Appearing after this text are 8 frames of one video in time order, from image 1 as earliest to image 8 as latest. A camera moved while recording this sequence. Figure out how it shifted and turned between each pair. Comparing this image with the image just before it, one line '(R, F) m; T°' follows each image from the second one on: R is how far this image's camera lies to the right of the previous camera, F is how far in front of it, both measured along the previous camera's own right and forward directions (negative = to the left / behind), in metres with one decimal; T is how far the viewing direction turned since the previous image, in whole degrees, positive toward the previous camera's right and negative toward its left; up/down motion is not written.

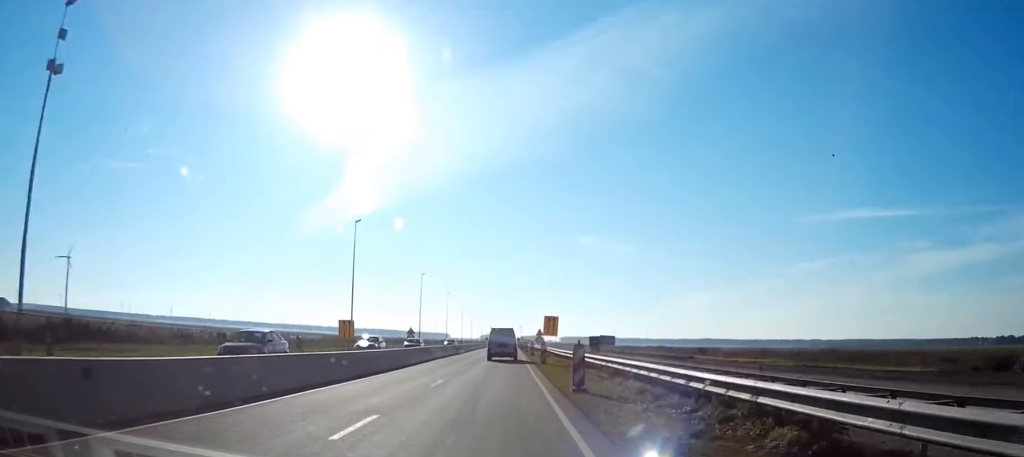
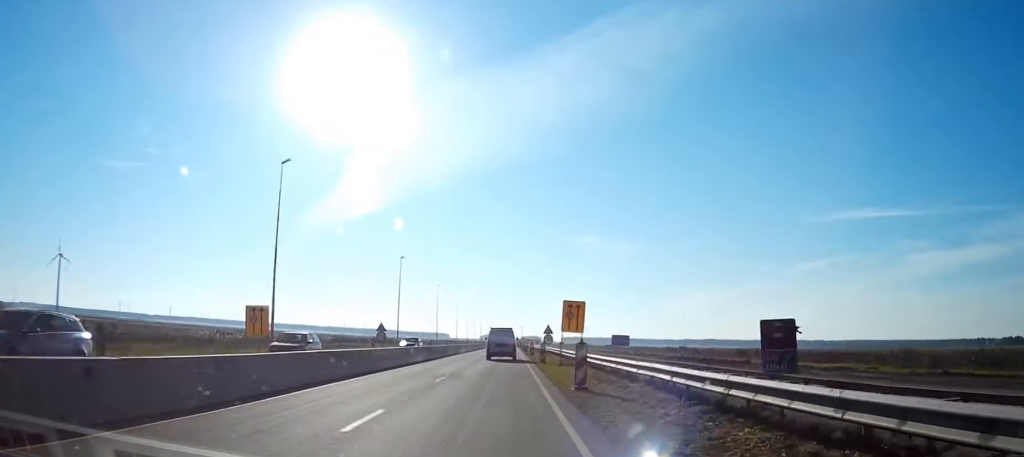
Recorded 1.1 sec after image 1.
(+0.1, +22.8) m; 0°
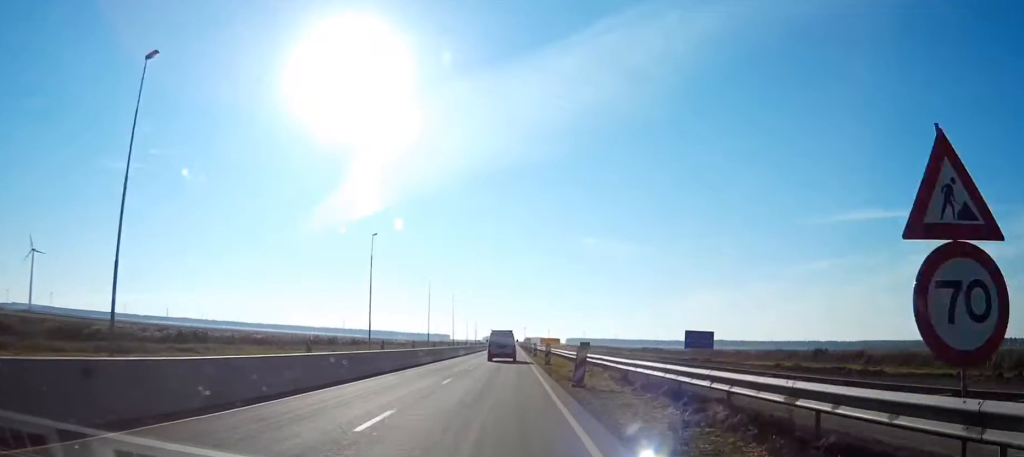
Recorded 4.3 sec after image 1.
(-0.3, +69.7) m; -1°
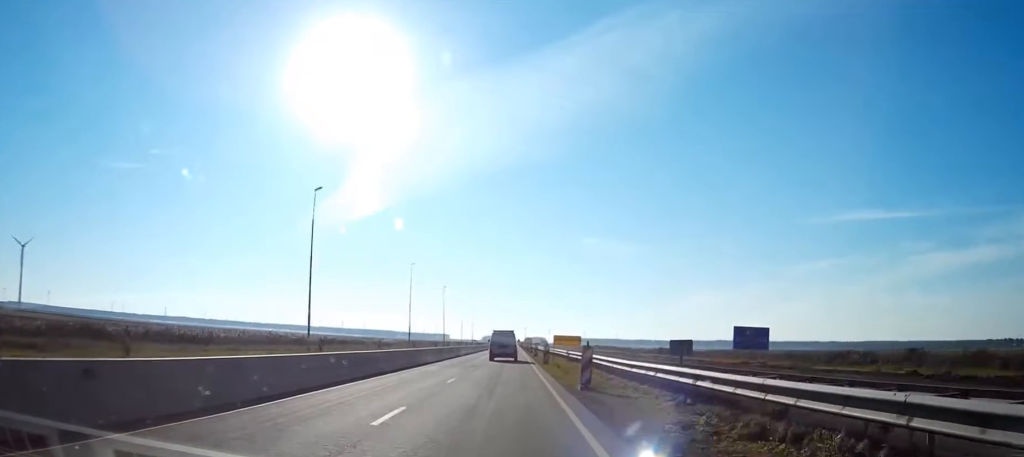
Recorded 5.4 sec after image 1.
(-0.1, +22.7) m; 0°
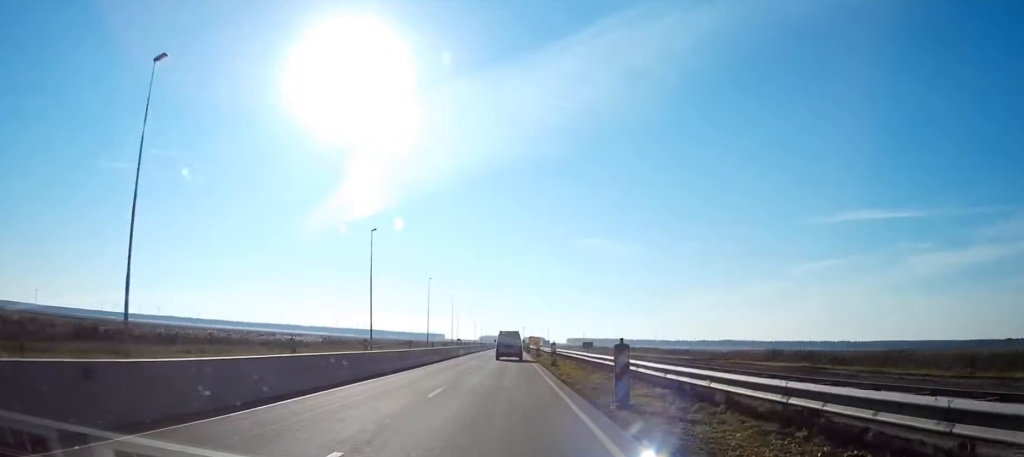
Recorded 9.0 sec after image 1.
(-0.1, +76.4) m; 0°
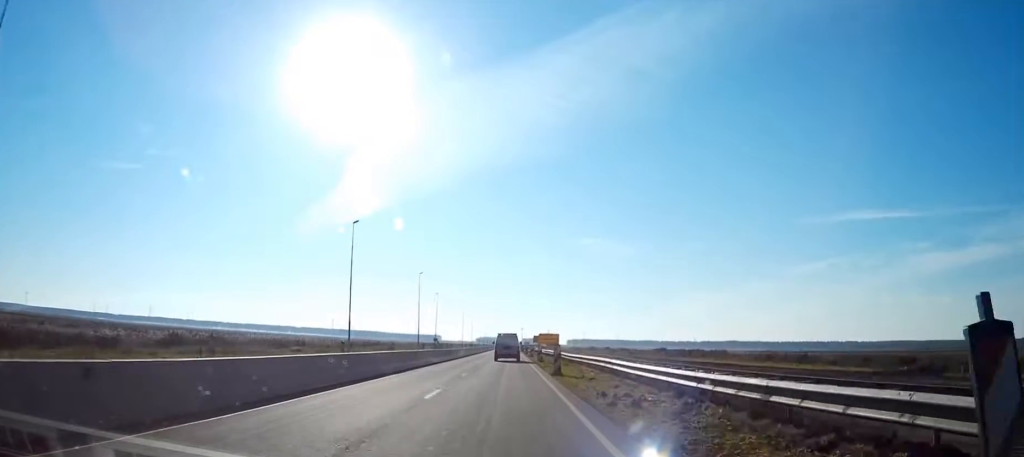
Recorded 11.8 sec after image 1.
(-0.1, +59.2) m; 0°
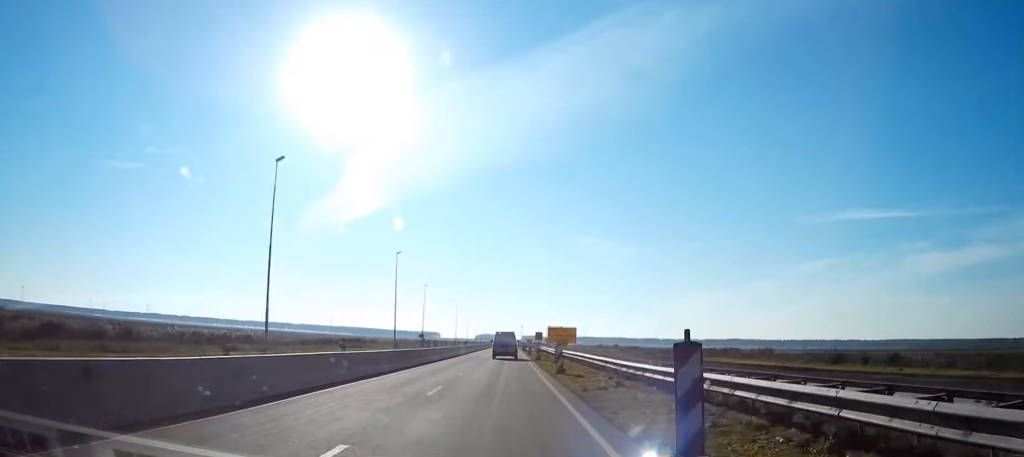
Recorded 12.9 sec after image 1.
(0.0, +22.5) m; 0°
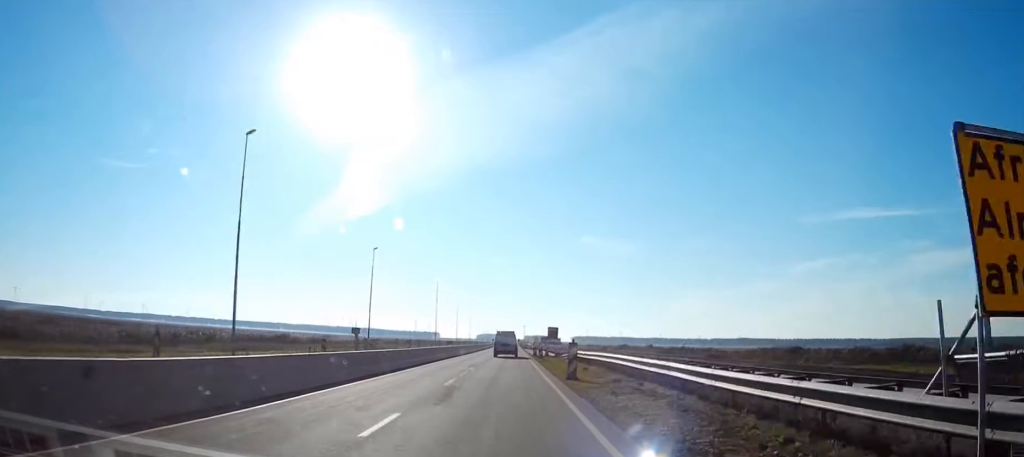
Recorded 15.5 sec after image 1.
(0.0, +54.9) m; 0°
